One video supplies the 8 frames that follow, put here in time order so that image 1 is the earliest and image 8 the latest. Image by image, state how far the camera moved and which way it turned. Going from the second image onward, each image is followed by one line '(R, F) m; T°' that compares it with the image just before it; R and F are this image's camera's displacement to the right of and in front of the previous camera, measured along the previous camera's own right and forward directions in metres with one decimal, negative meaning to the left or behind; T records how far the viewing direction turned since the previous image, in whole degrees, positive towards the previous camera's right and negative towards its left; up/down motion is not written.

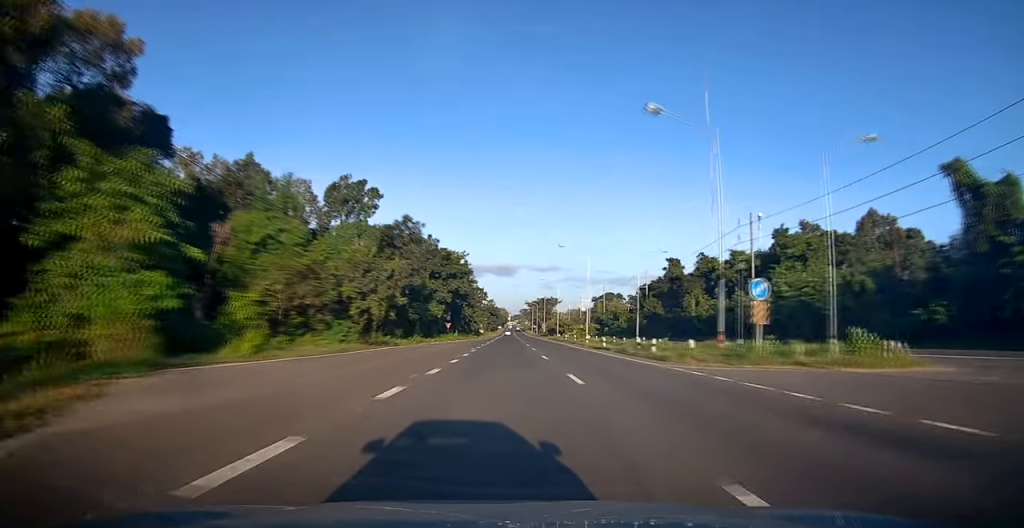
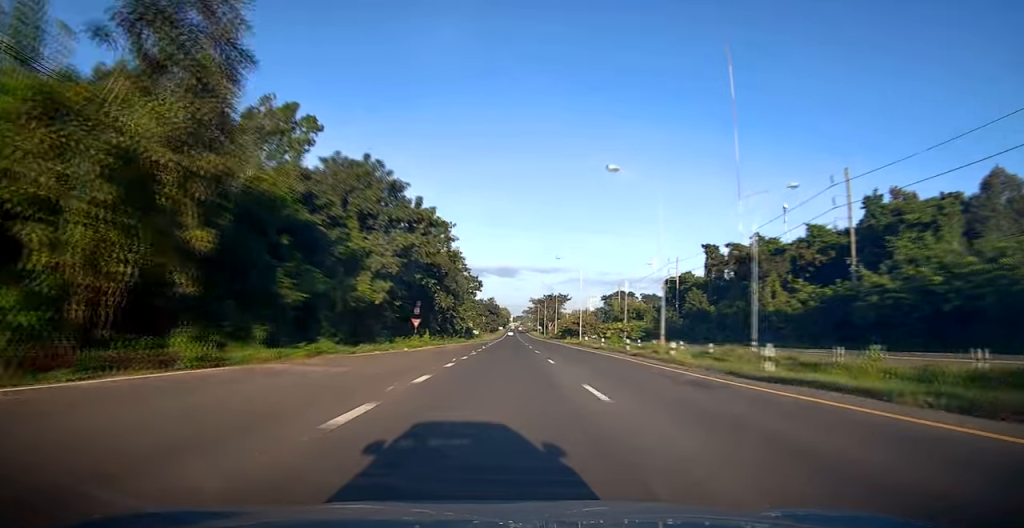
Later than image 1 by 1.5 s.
(+0.5, +27.1) m; +2°
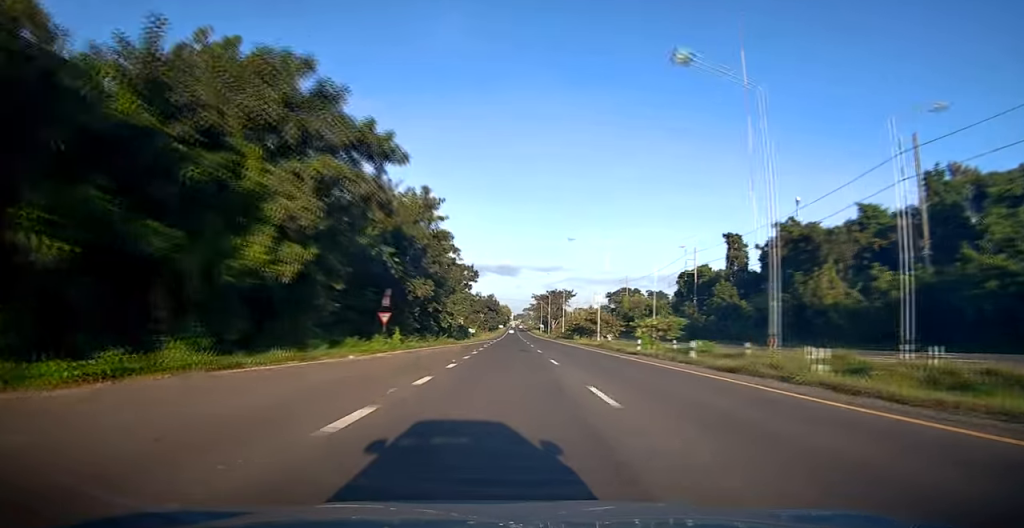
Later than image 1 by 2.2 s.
(+0.3, +12.4) m; 0°
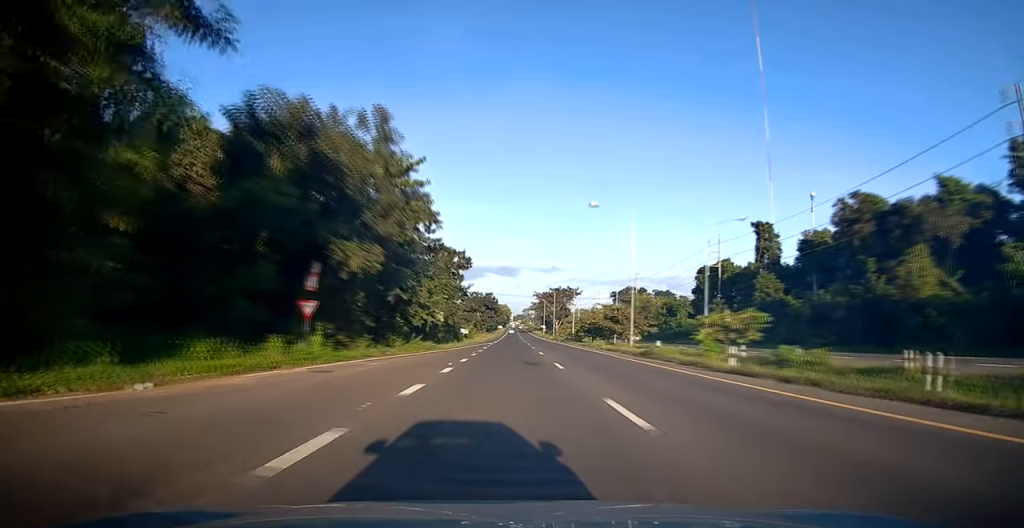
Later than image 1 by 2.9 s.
(-0.3, +13.9) m; -1°
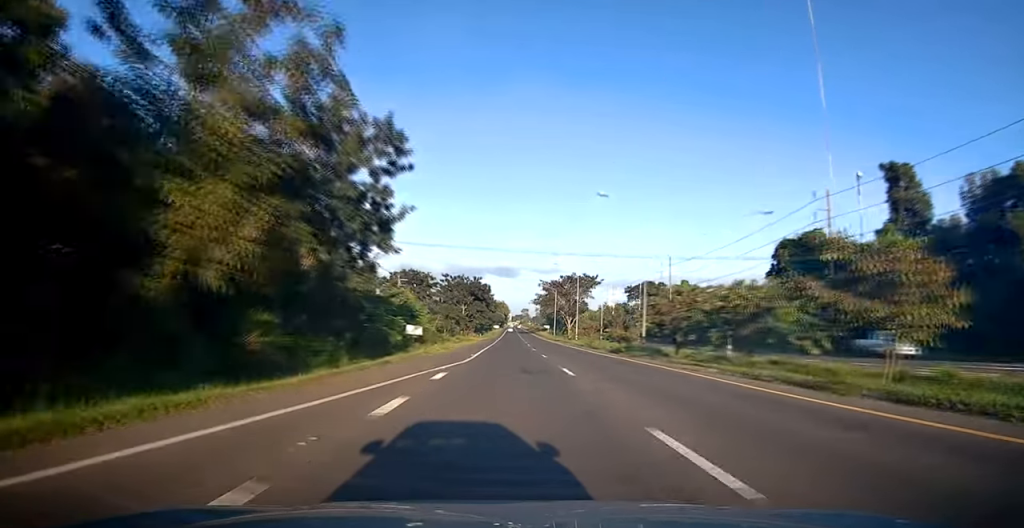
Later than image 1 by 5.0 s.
(+0.4, +38.7) m; +1°
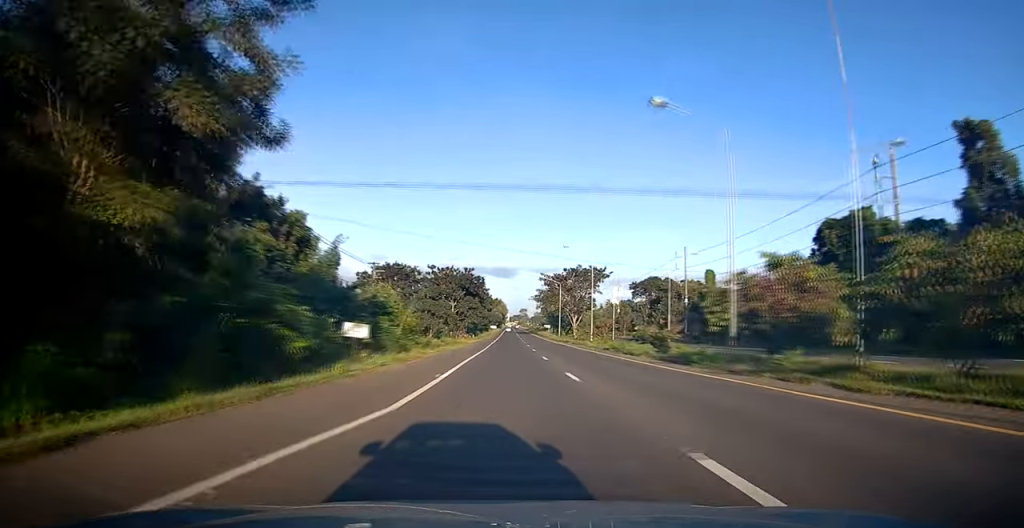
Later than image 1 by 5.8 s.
(-0.2, +13.9) m; -1°
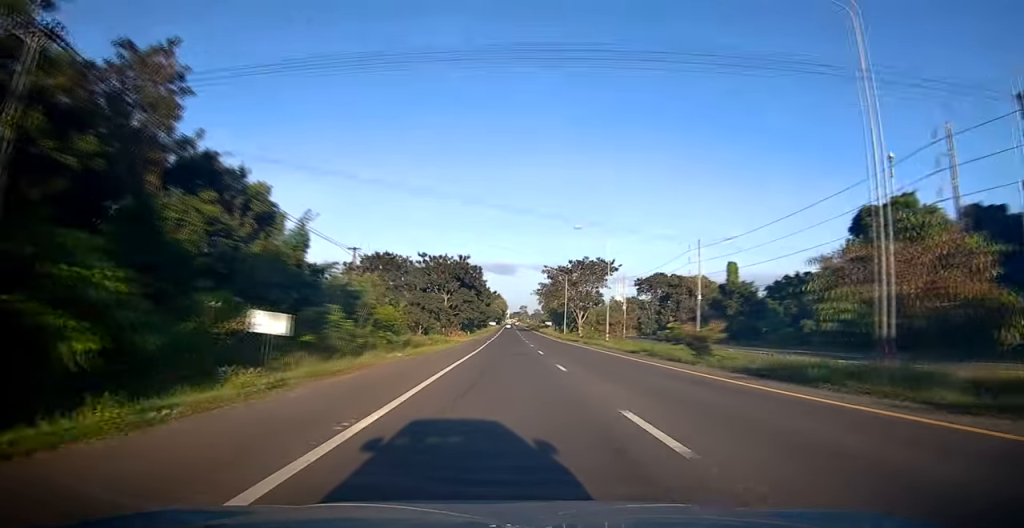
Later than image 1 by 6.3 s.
(-0.1, +8.8) m; 0°
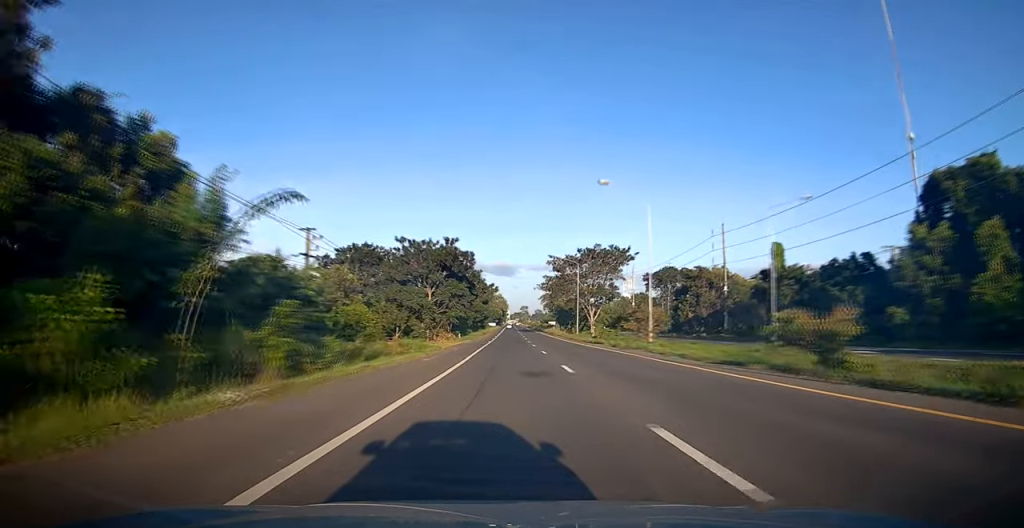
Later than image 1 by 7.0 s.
(0.0, +13.9) m; +1°
